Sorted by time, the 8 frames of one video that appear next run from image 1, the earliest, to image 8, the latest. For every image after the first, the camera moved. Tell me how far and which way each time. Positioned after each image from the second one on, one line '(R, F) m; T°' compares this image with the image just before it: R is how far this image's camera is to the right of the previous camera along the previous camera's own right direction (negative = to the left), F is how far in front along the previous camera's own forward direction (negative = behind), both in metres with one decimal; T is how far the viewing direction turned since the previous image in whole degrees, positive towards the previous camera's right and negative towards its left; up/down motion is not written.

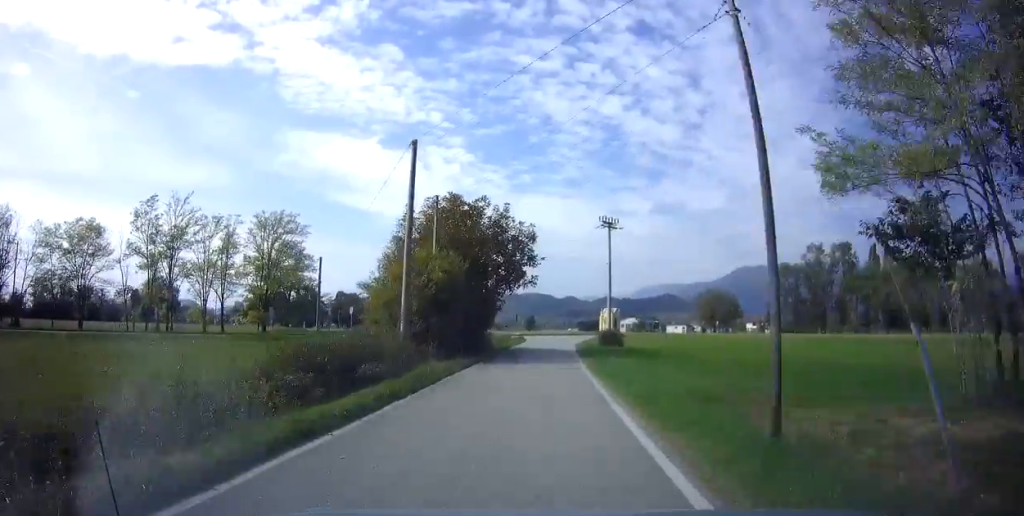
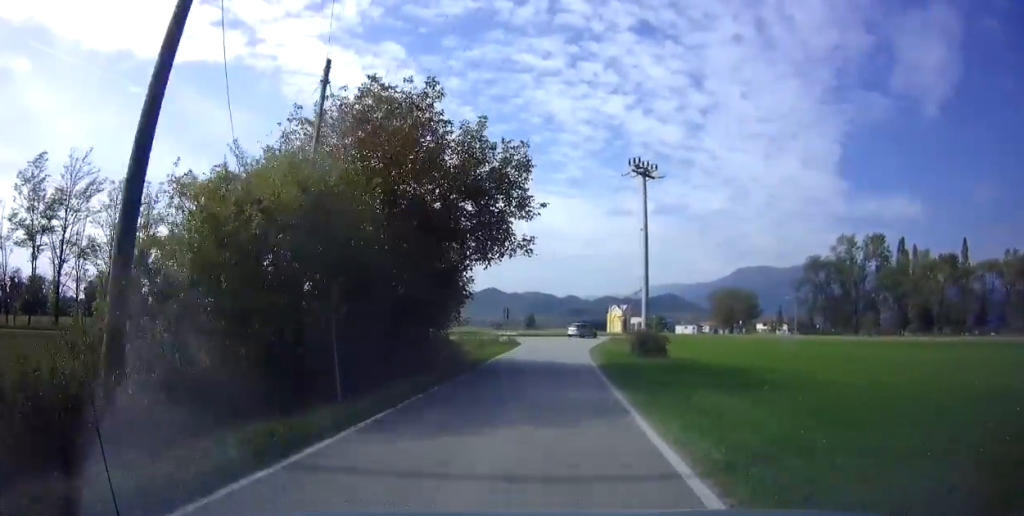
(-0.2, +14.6) m; -1°
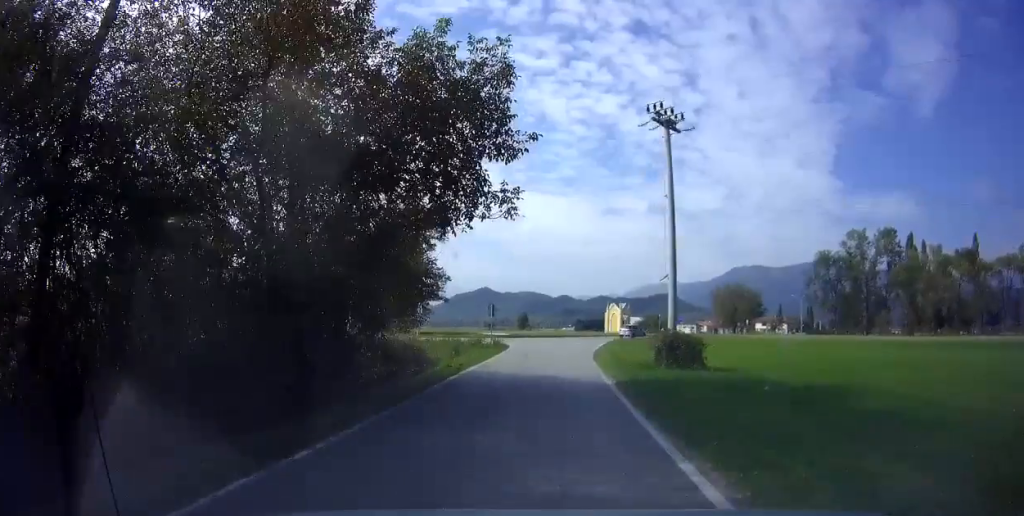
(0.0, +6.8) m; 0°
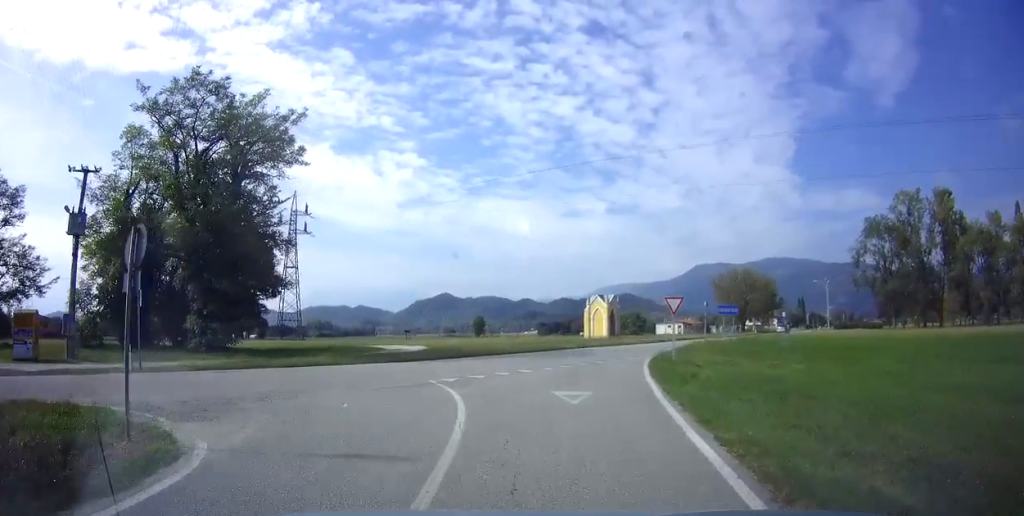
(+1.2, +30.0) m; +3°
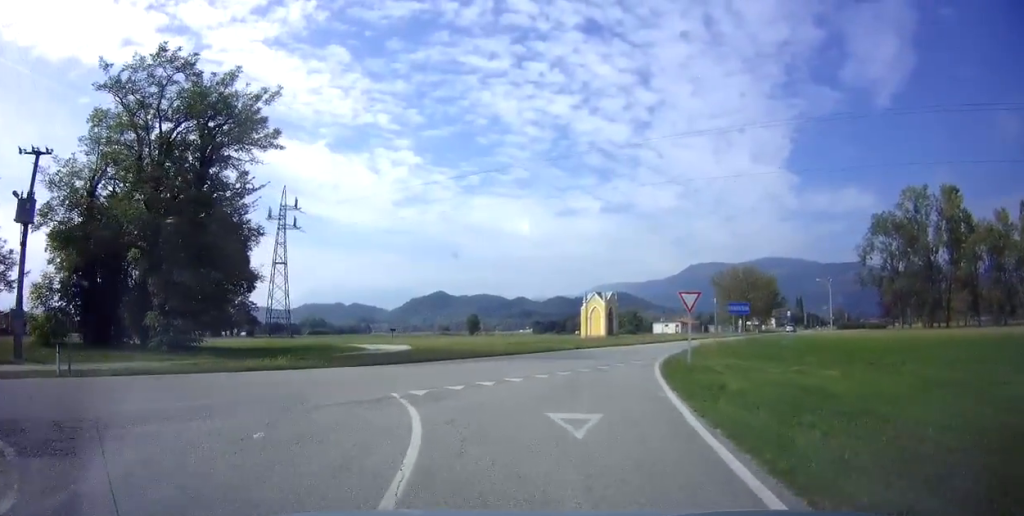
(0.0, +2.7) m; +1°
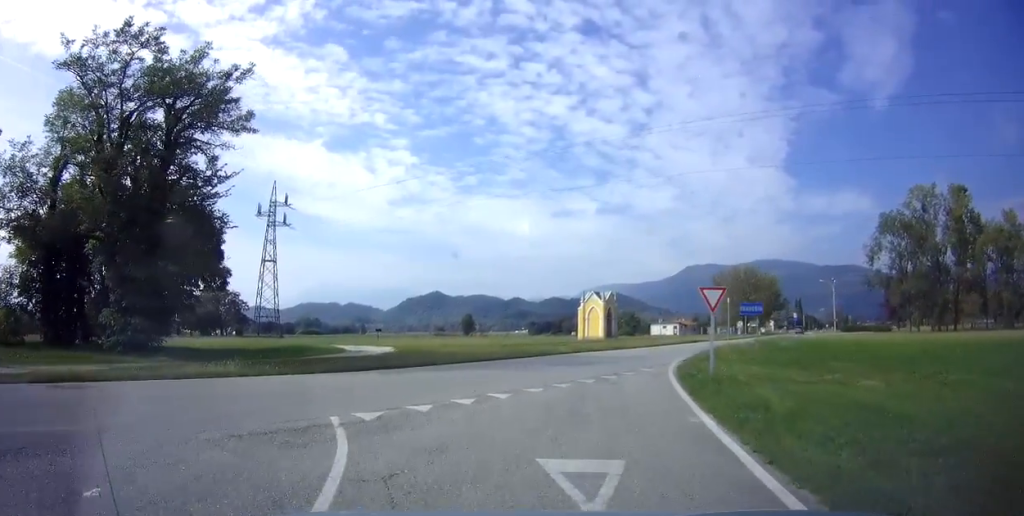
(0.0, +3.3) m; +1°
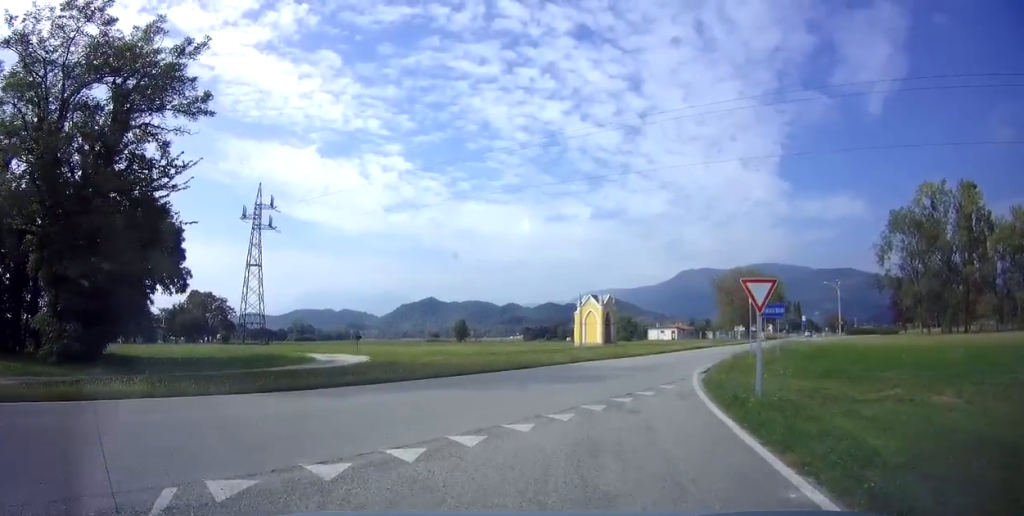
(+0.2, +4.0) m; +2°
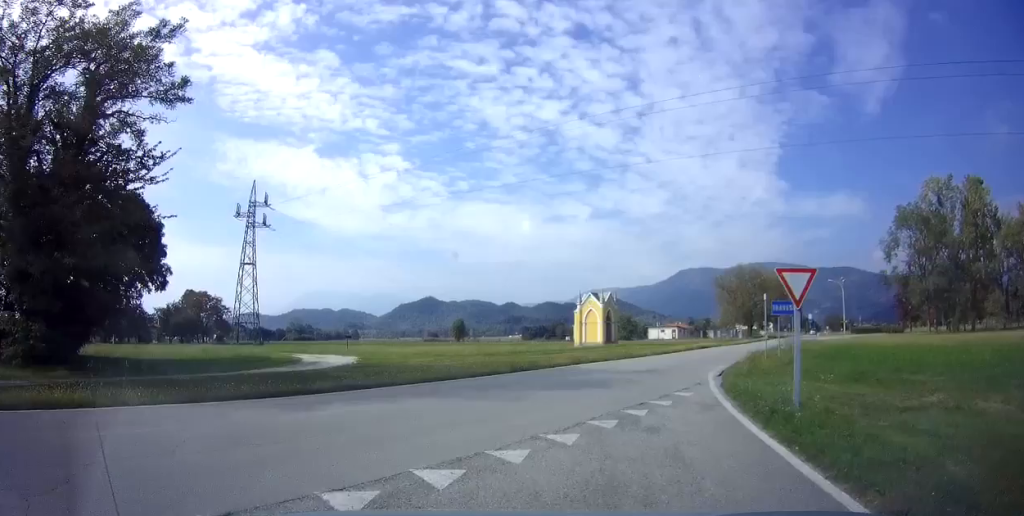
(0.0, +1.9) m; +1°
